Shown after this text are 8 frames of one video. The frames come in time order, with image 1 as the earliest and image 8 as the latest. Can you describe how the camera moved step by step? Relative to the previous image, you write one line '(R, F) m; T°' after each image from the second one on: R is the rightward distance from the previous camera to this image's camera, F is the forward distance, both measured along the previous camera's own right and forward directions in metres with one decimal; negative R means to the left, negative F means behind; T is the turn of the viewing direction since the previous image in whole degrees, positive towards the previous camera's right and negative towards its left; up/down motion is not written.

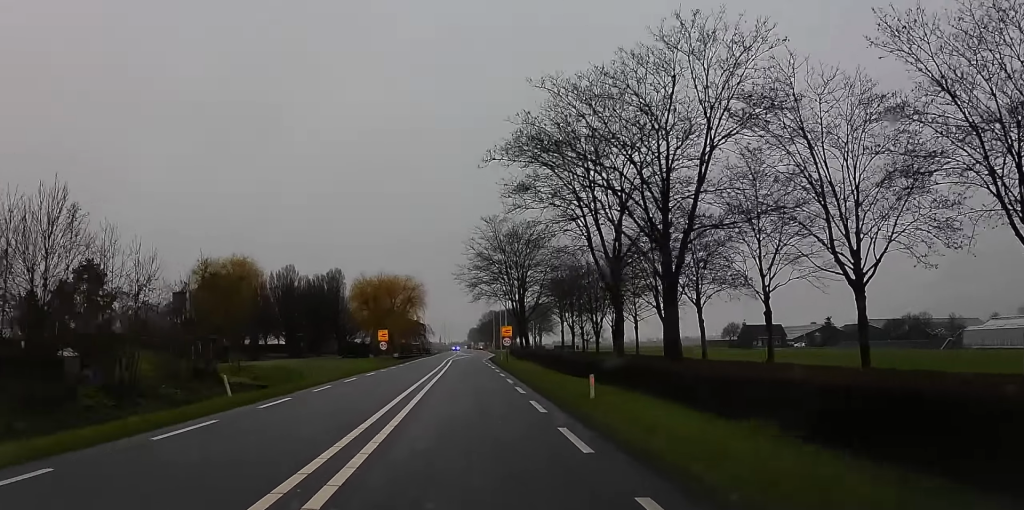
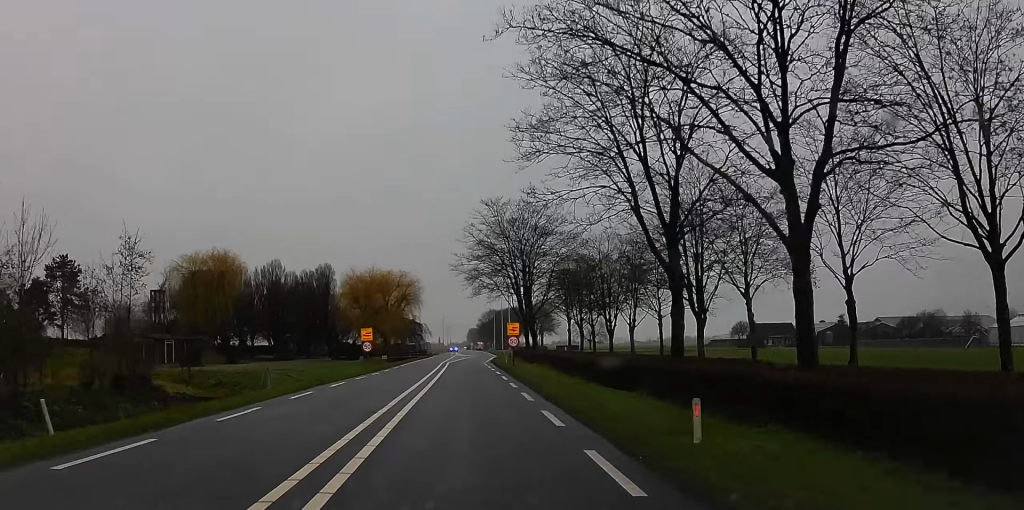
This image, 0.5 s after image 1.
(-0.1, +8.5) m; -3°
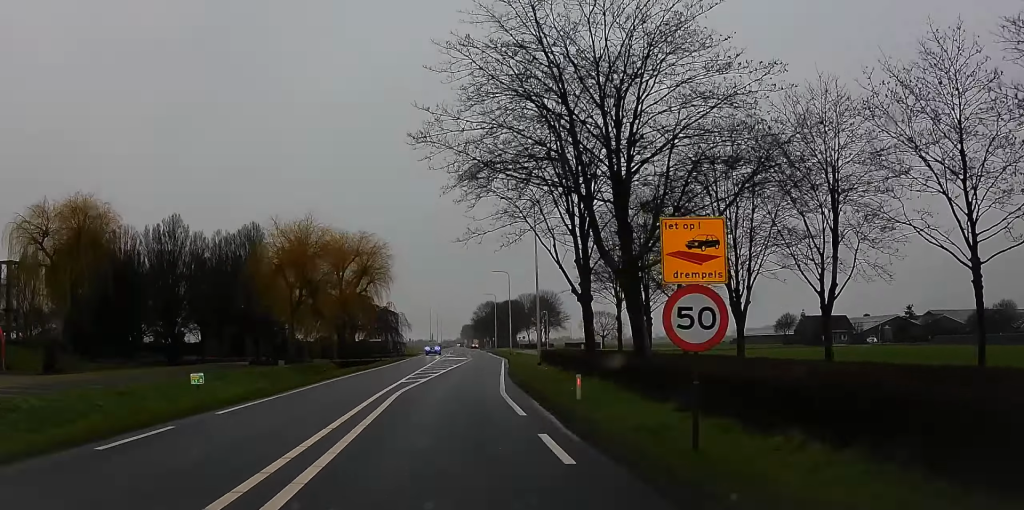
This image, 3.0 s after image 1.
(-1.2, +40.4) m; +2°
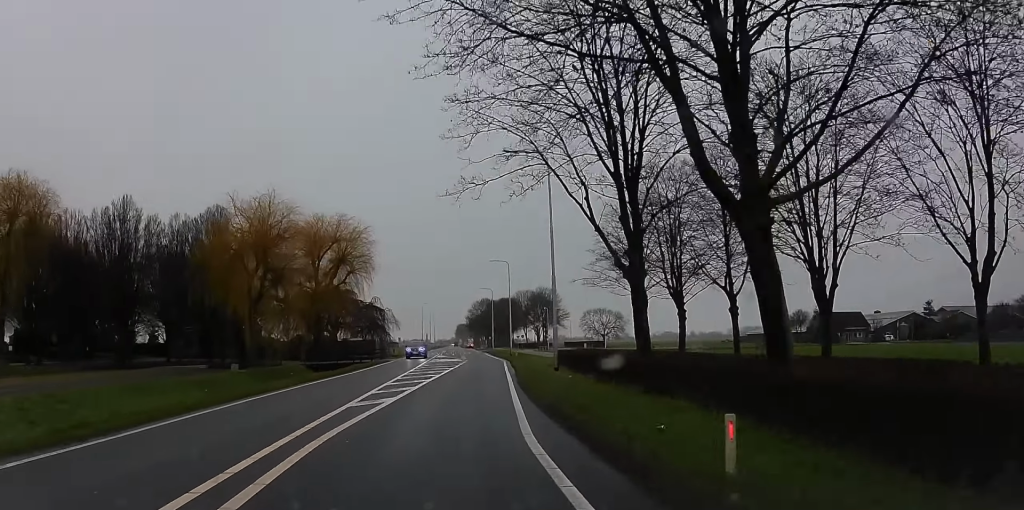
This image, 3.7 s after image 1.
(0.0, +11.1) m; 0°
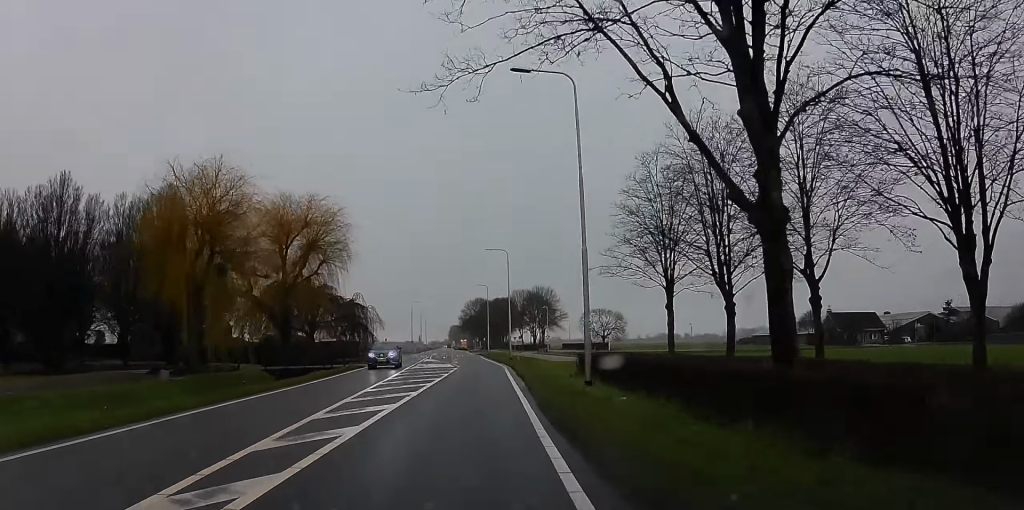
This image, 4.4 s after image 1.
(0.0, +11.2) m; 0°
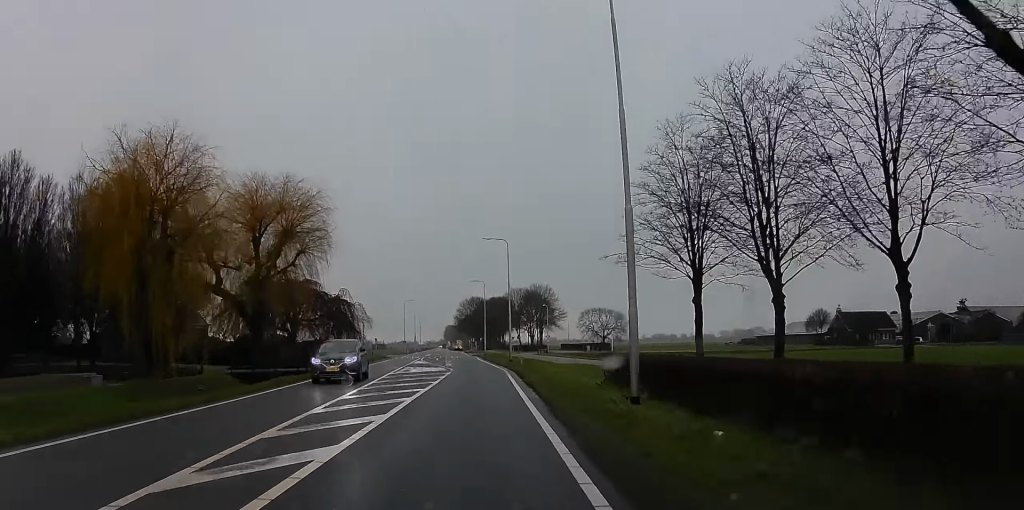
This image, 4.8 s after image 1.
(0.0, +6.5) m; 0°
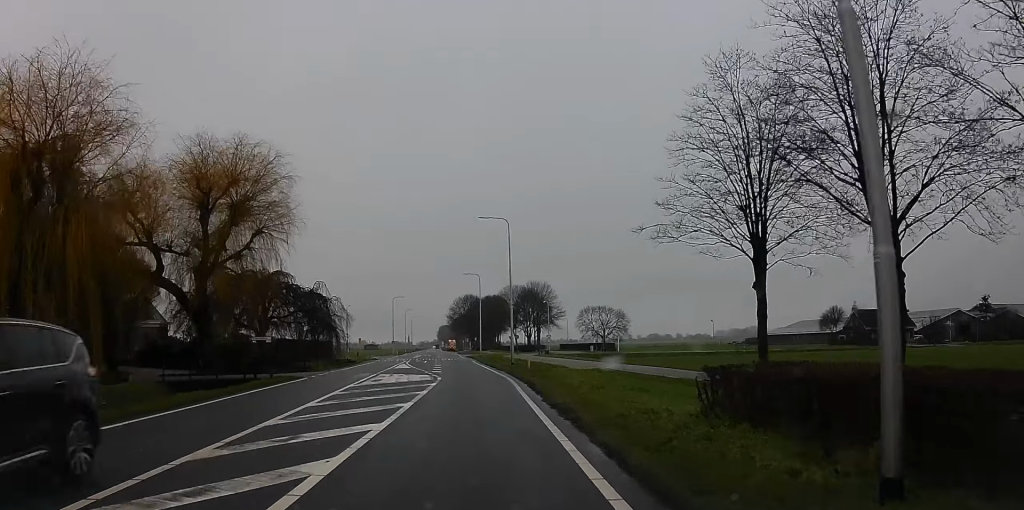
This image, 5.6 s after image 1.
(-0.1, +10.3) m; -1°
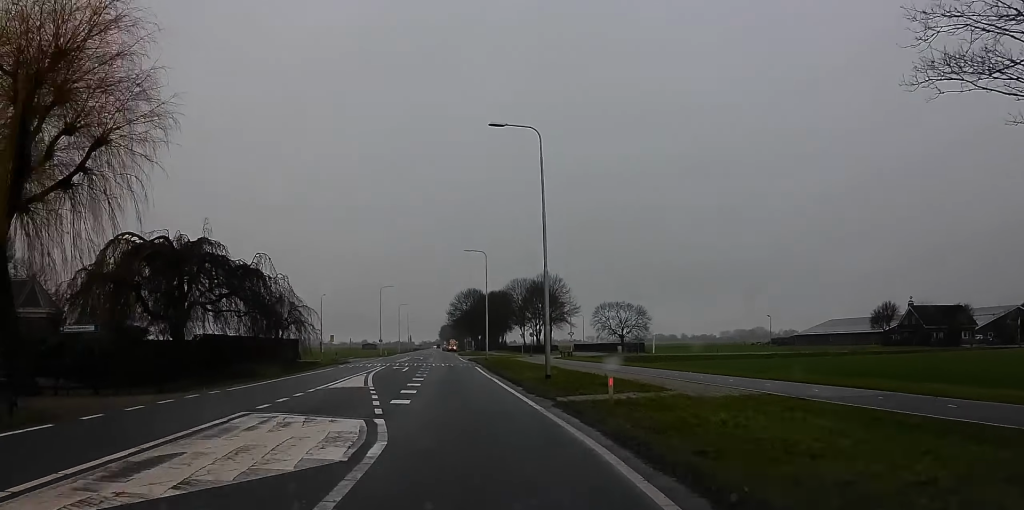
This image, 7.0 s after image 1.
(-0.1, +20.6) m; 0°
